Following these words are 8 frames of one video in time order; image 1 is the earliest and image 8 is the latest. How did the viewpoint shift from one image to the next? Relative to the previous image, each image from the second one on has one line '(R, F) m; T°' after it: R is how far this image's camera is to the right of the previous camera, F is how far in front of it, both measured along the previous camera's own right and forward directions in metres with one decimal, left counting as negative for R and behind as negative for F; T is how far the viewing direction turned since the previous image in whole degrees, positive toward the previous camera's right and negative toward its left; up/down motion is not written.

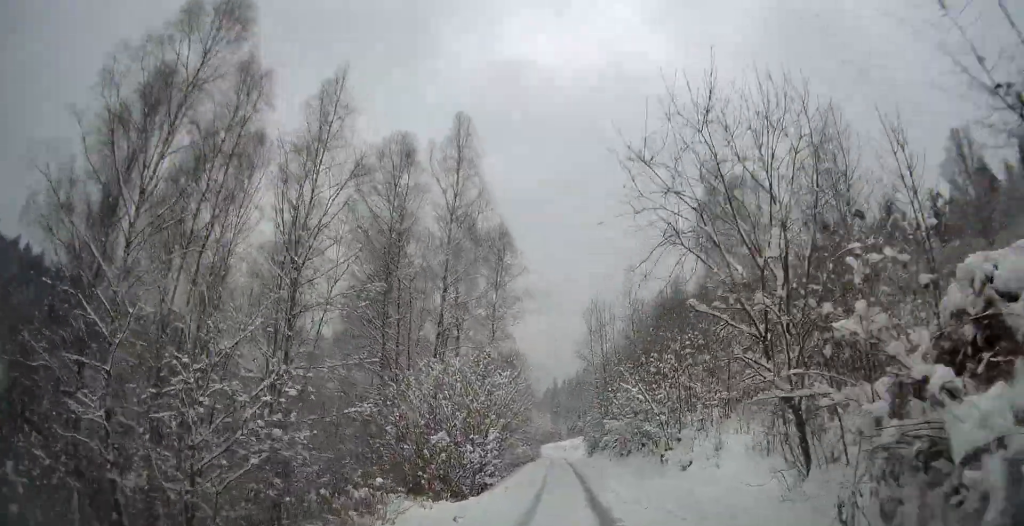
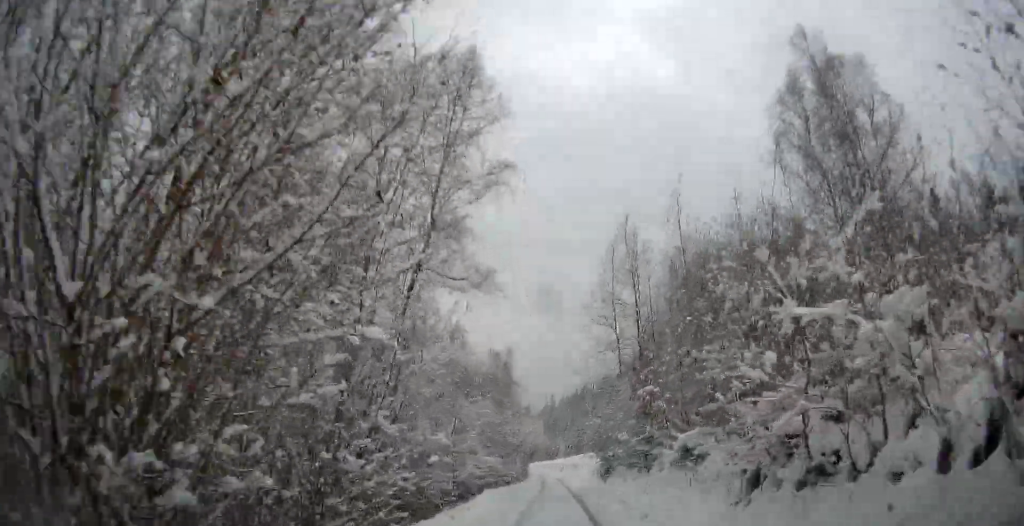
(+0.1, +19.4) m; 0°
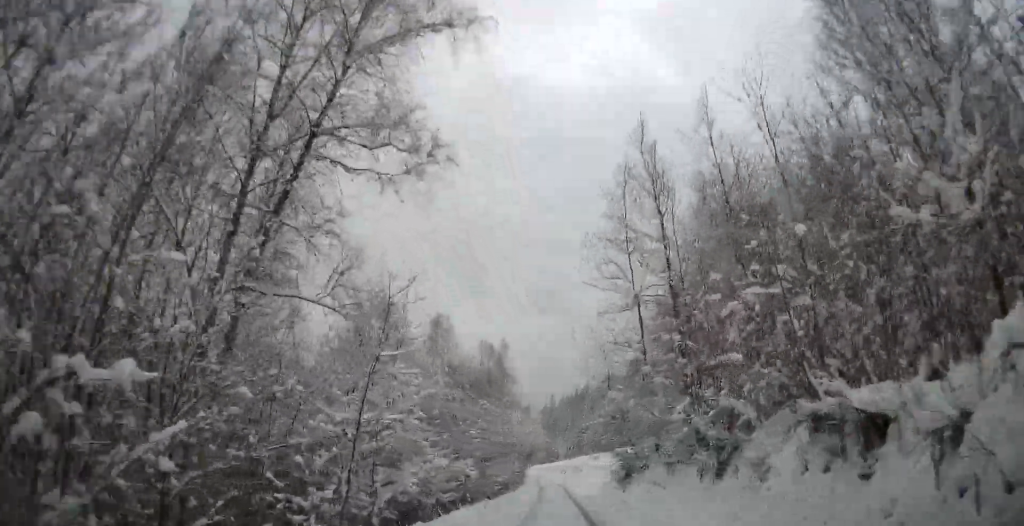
(0.0, +8.1) m; 0°
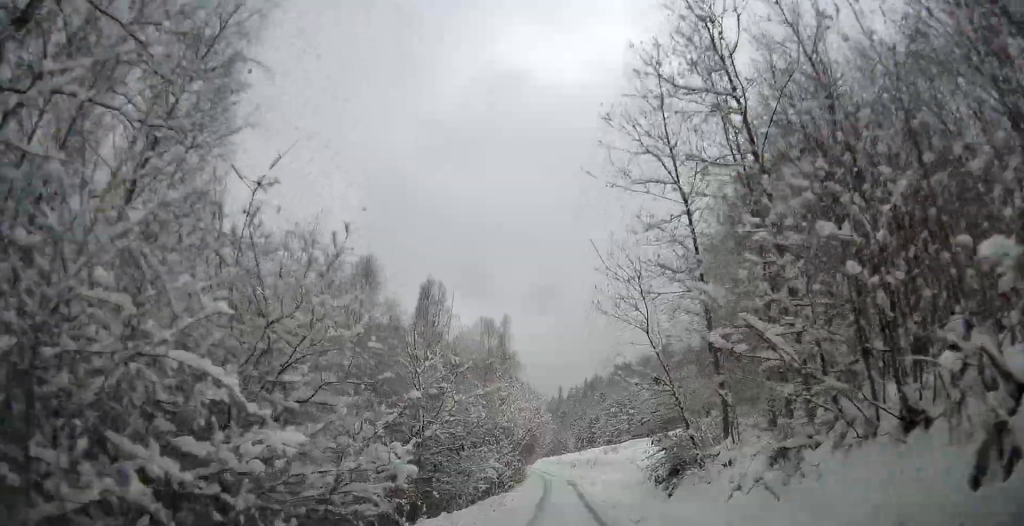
(0.0, +7.6) m; 0°
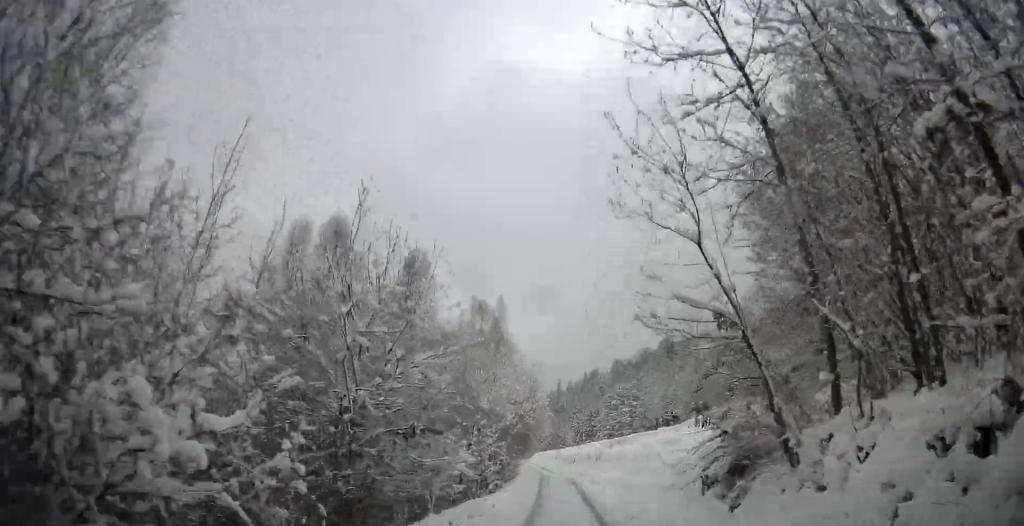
(+0.1, +5.4) m; 0°
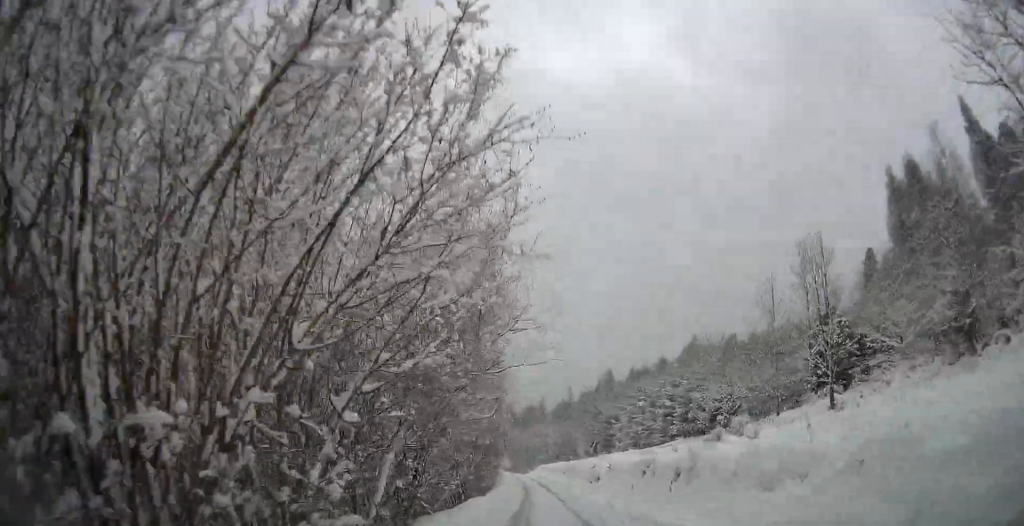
(-0.1, +22.2) m; -1°
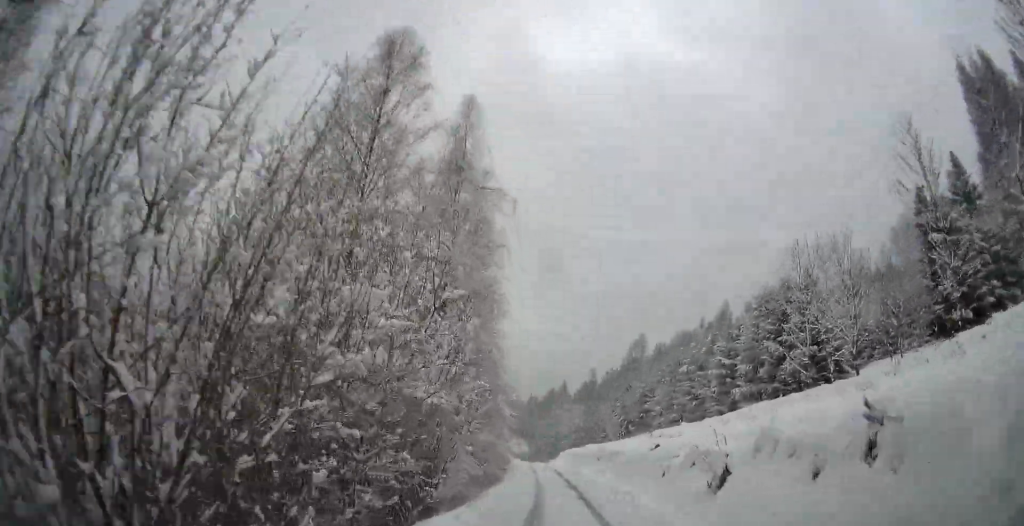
(-0.2, +16.4) m; -2°
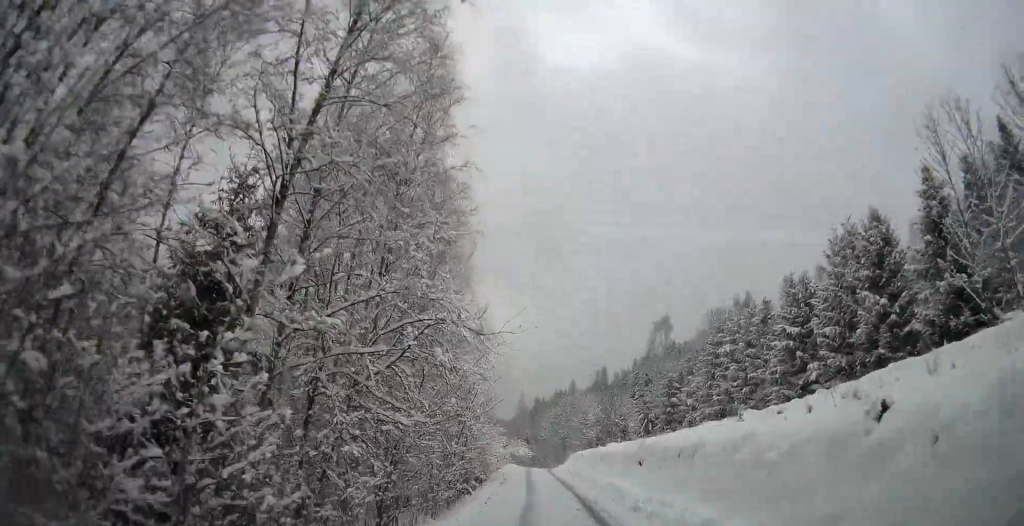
(-0.3, +15.1) m; -2°
